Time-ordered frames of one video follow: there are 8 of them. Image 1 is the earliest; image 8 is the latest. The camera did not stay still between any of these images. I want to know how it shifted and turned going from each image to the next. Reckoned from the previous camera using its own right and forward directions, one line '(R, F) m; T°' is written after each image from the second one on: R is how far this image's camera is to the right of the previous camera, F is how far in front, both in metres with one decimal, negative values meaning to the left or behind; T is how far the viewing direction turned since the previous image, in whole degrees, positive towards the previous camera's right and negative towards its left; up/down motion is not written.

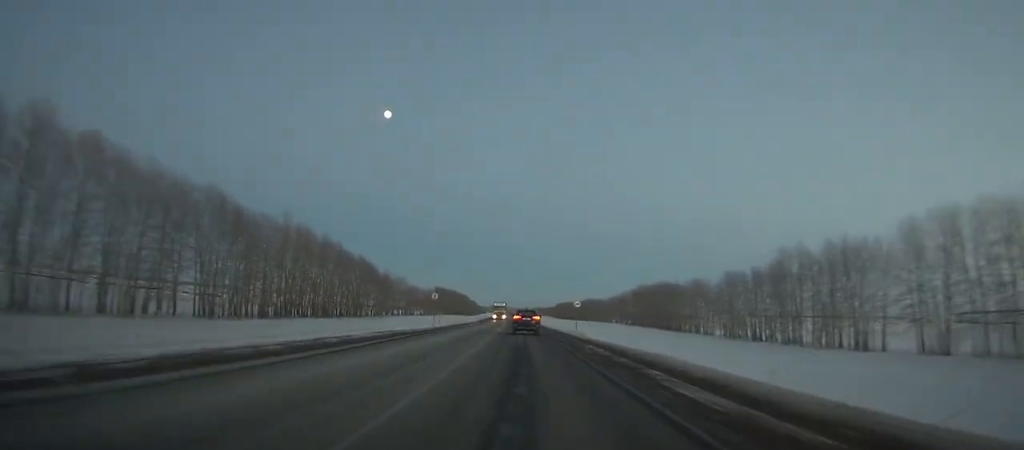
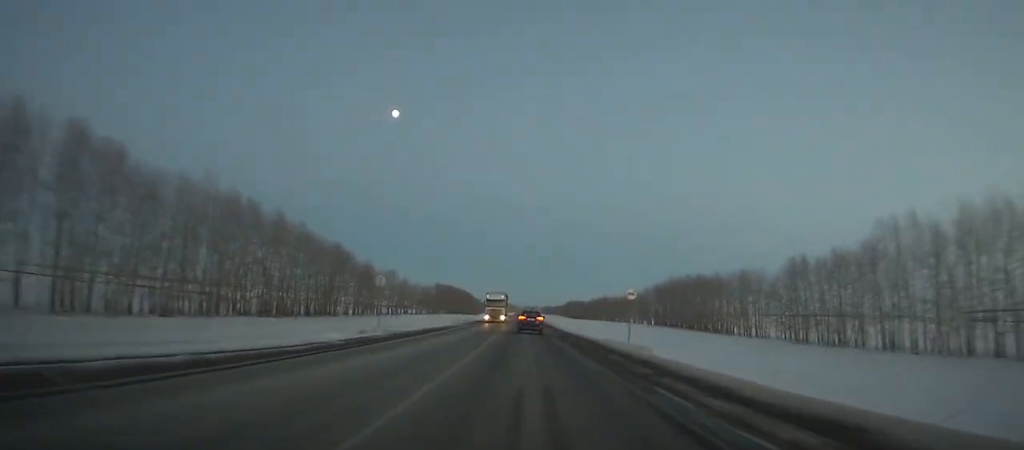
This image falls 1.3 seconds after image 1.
(-0.4, +28.4) m; -2°
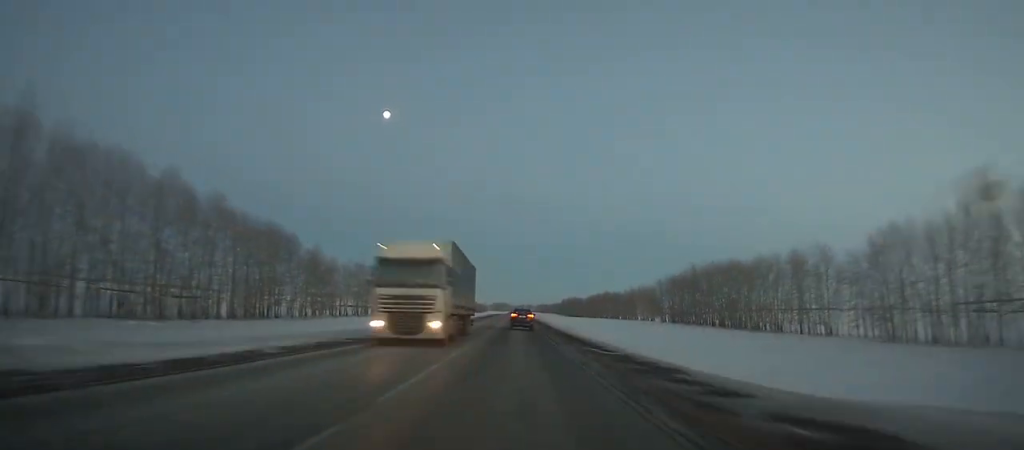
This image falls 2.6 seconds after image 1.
(-0.5, +29.1) m; -1°
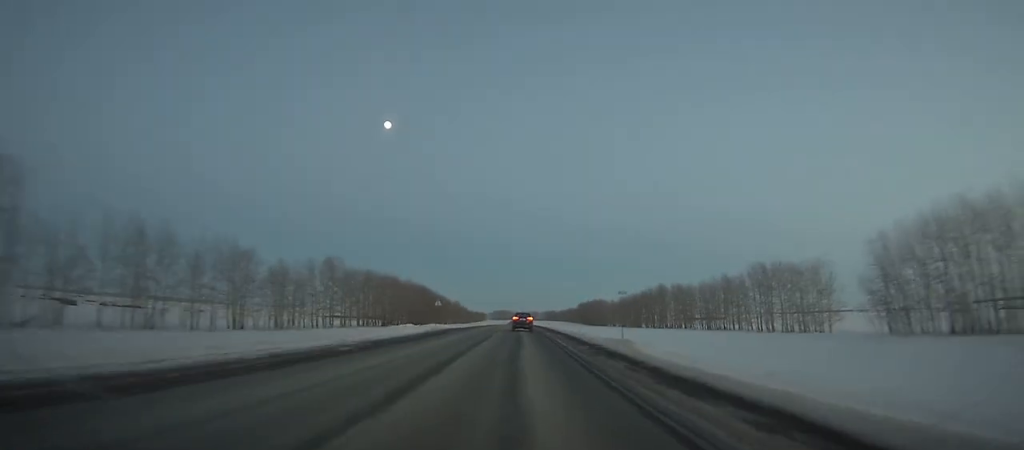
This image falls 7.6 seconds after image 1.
(-1.8, +114.4) m; -1°
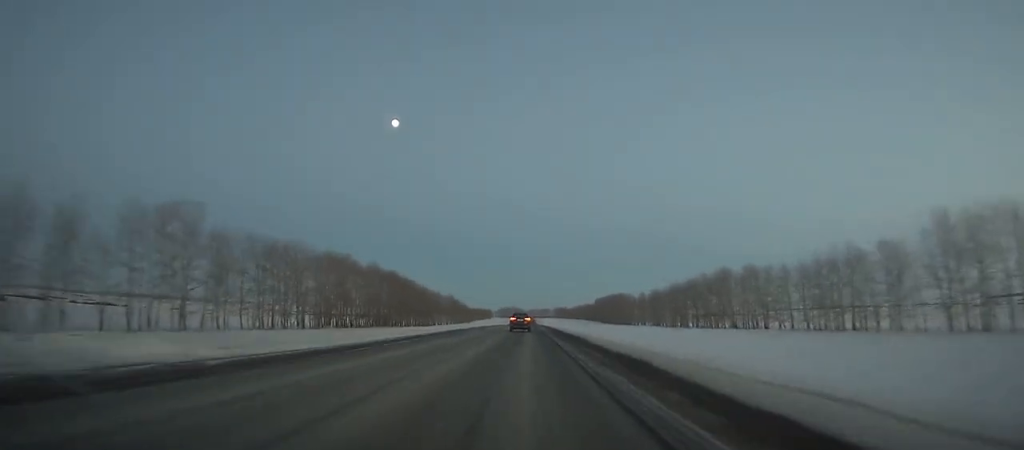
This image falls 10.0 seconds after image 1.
(+0.3, +56.9) m; 0°
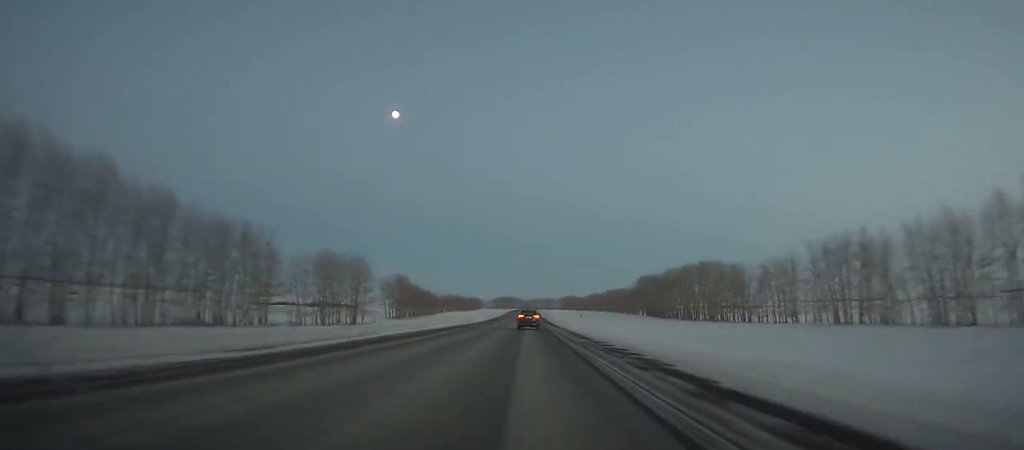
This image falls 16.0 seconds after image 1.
(-0.1, +145.0) m; 0°
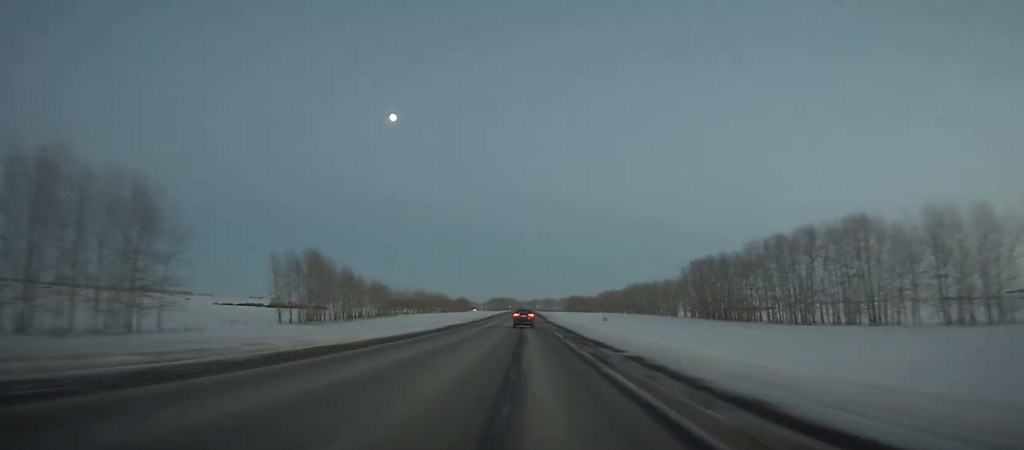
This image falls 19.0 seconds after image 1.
(+0.1, +72.9) m; 0°
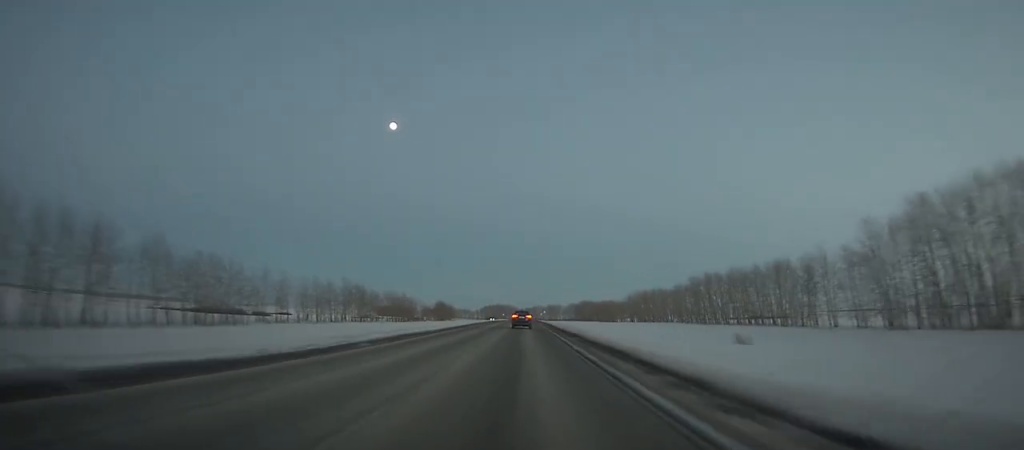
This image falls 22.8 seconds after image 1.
(-0.3, +92.2) m; 0°
